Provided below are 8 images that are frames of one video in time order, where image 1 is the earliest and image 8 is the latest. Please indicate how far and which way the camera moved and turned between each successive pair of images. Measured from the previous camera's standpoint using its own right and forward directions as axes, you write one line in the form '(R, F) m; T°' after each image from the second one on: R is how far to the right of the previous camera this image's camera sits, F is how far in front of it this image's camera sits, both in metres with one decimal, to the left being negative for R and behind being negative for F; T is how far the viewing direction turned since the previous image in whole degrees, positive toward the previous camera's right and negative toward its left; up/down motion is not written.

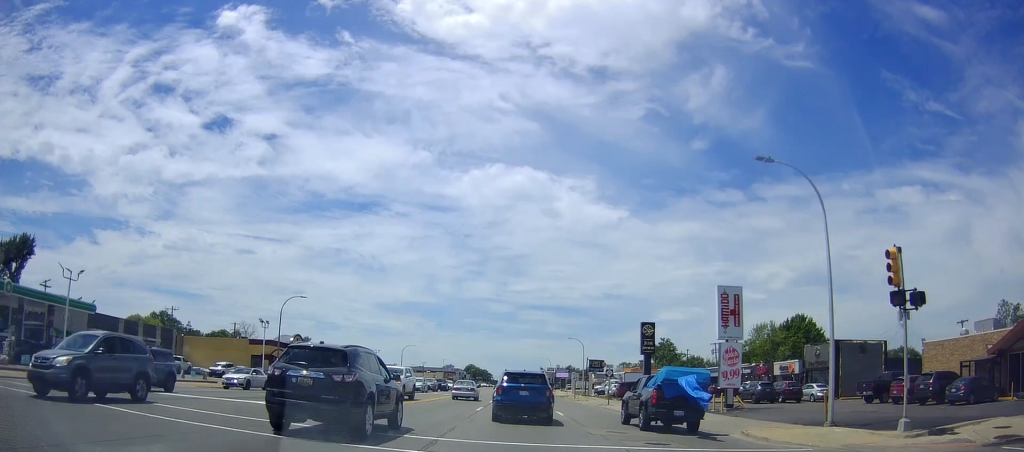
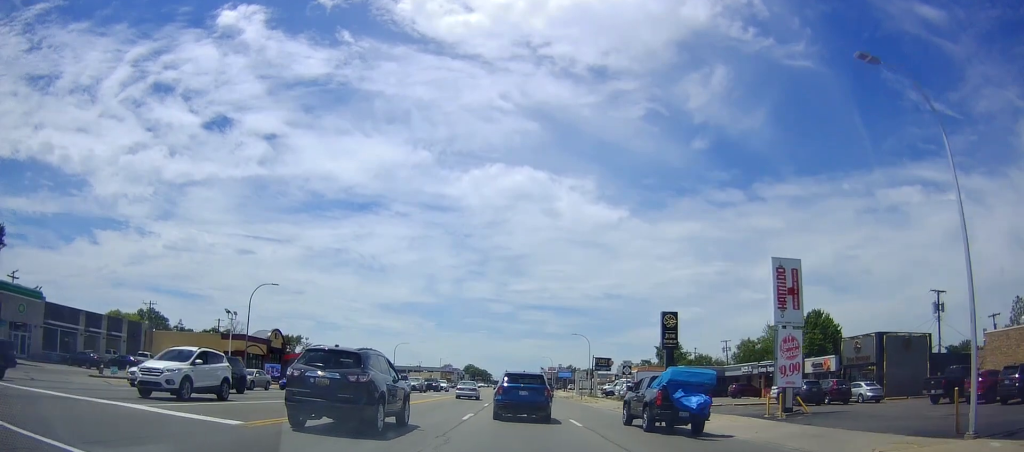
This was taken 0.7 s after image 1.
(0.0, +6.9) m; 0°
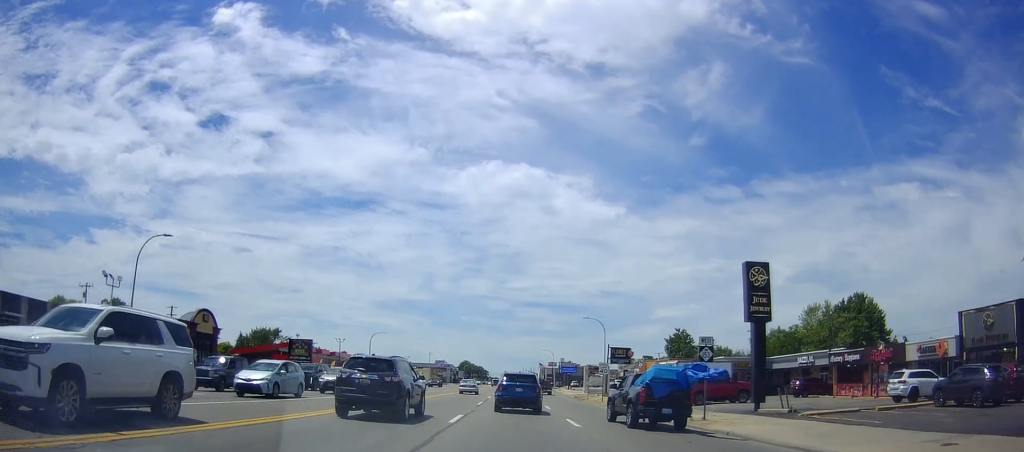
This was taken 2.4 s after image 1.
(0.0, +16.7) m; 0°
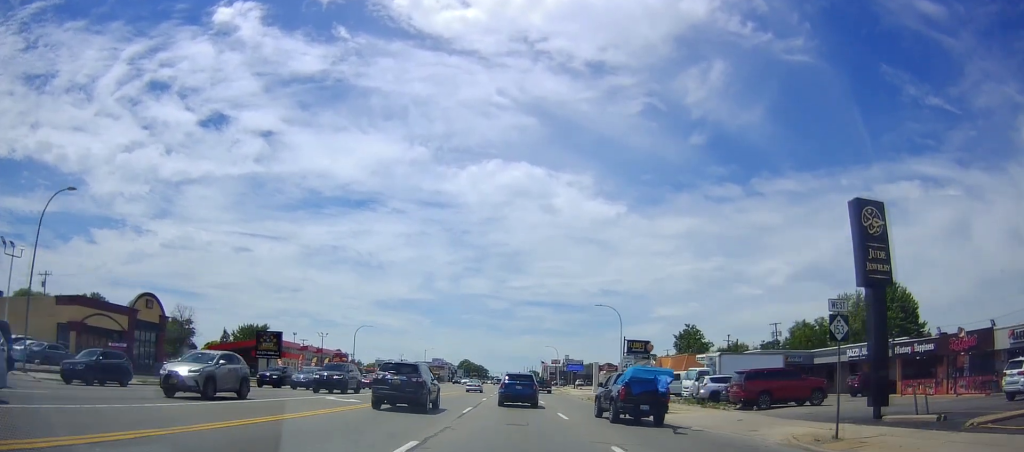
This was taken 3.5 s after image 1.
(0.0, +11.2) m; 0°
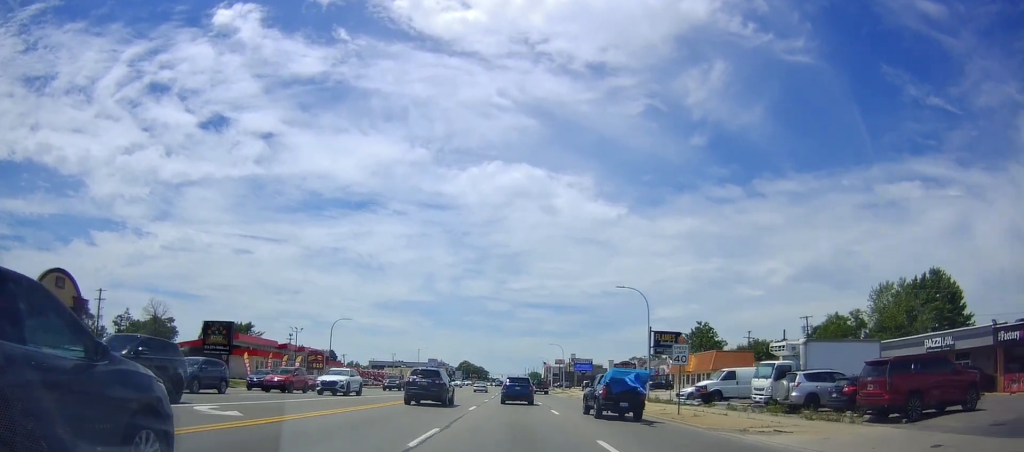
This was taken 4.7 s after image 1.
(0.0, +12.9) m; +2°
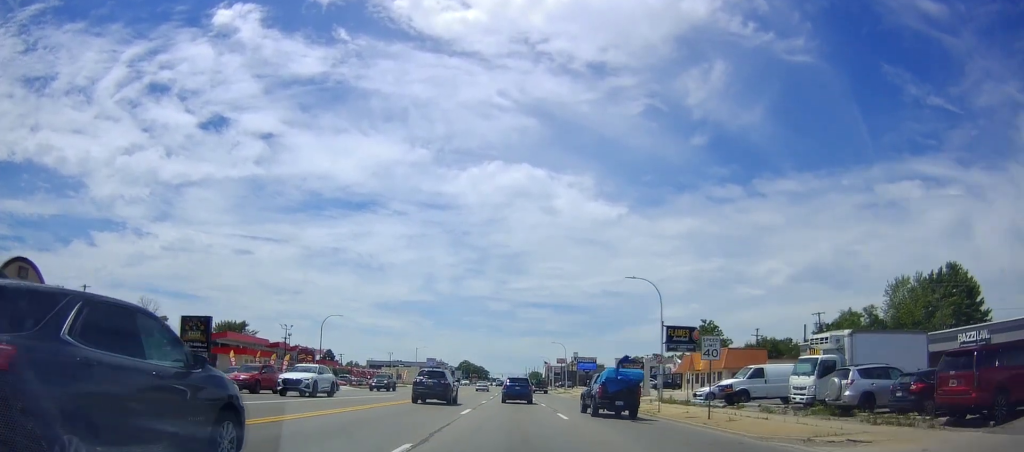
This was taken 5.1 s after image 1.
(0.0, +4.2) m; +1°
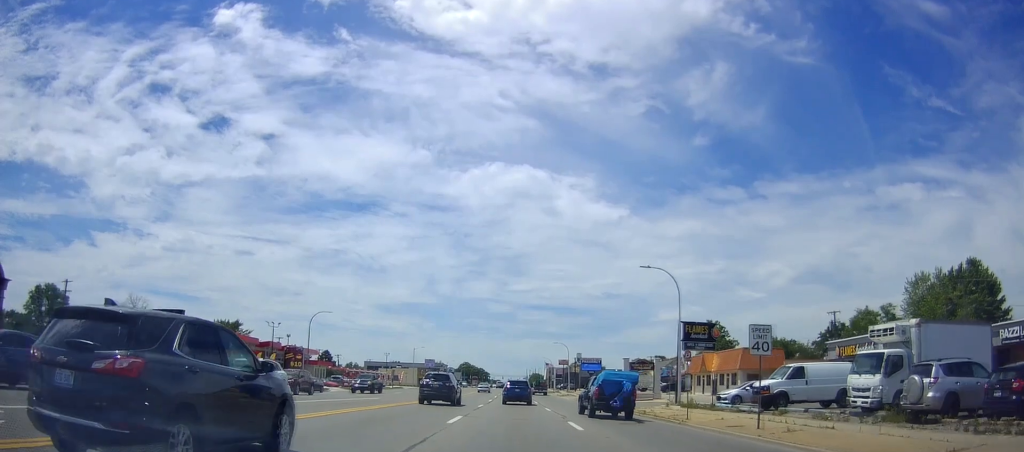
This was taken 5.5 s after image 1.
(+0.2, +4.6) m; 0°
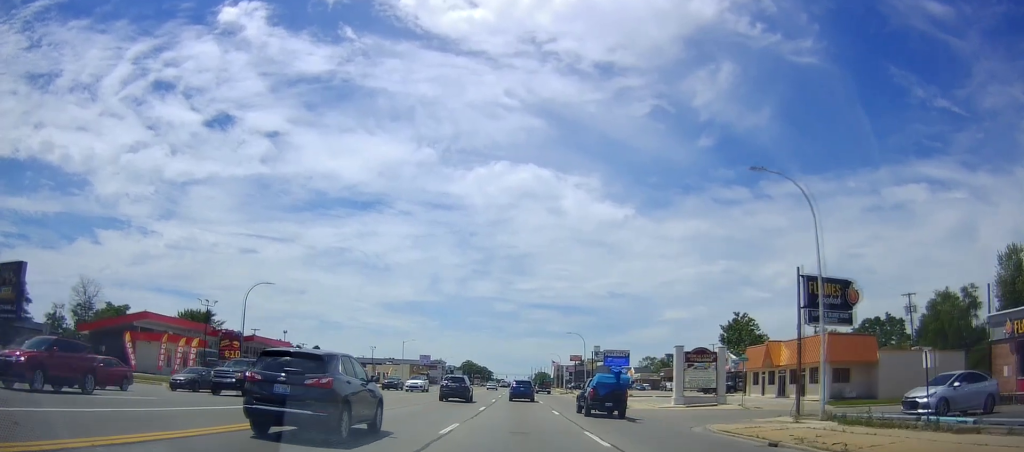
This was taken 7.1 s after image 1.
(-0.4, +17.4) m; -6°
